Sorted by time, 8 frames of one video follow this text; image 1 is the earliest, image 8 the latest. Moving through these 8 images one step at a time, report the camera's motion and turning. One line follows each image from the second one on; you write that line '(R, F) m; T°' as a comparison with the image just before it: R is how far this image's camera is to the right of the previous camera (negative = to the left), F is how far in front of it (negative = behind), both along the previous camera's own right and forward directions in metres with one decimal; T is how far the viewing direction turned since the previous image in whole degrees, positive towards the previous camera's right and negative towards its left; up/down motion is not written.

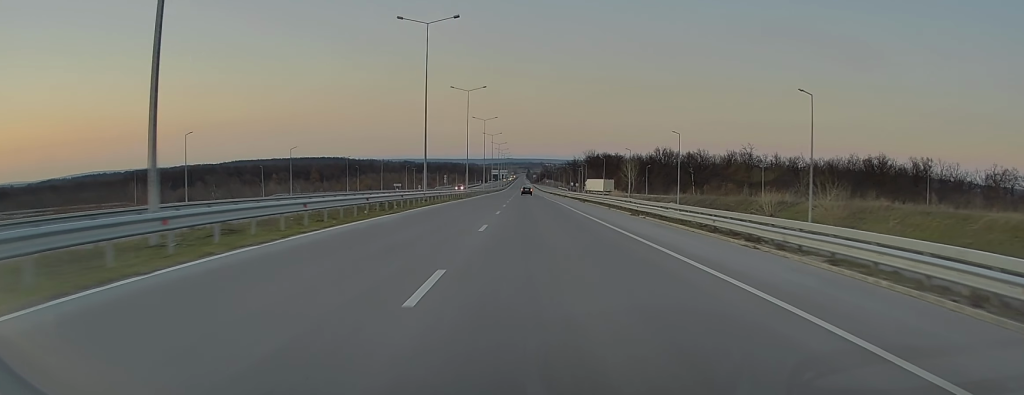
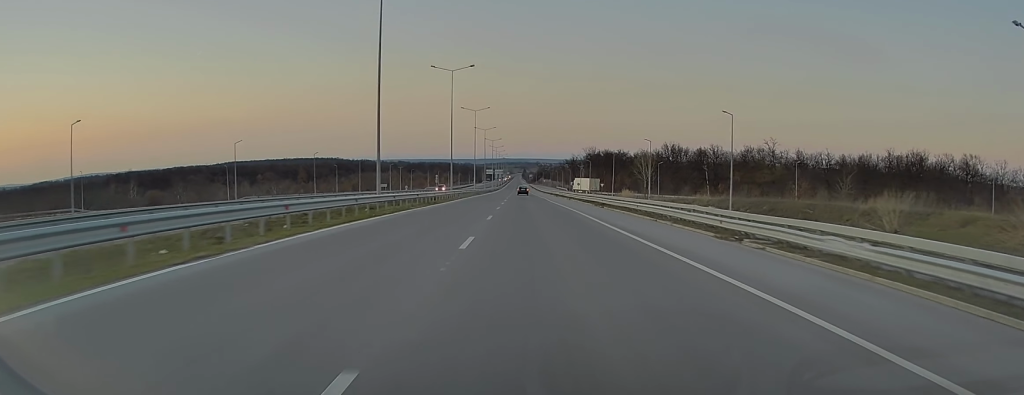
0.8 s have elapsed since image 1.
(0.0, +17.4) m; 0°
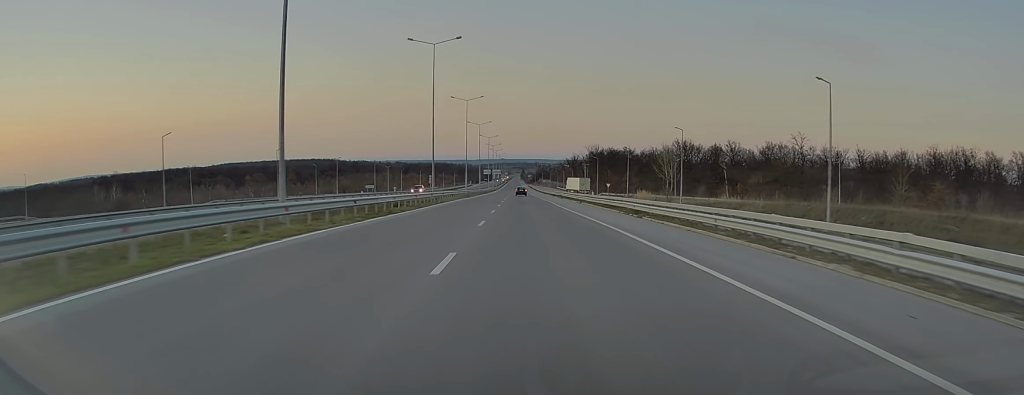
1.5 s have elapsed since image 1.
(0.0, +15.9) m; 0°
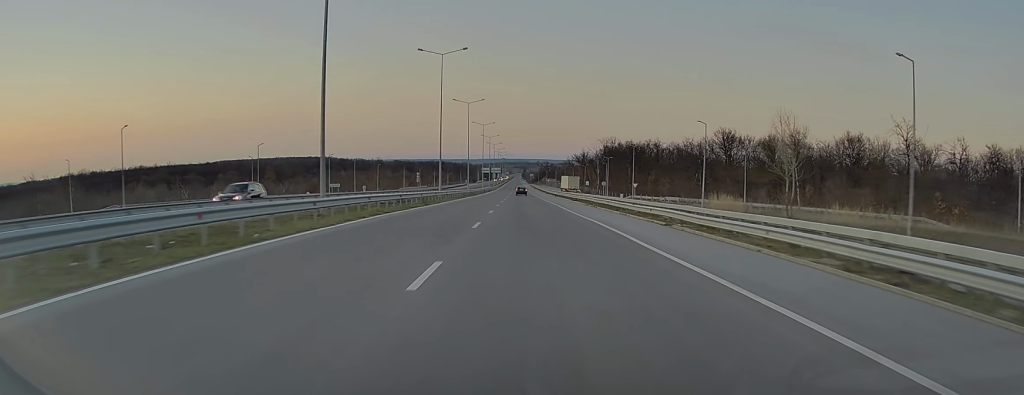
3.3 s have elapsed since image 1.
(+0.1, +37.3) m; 0°
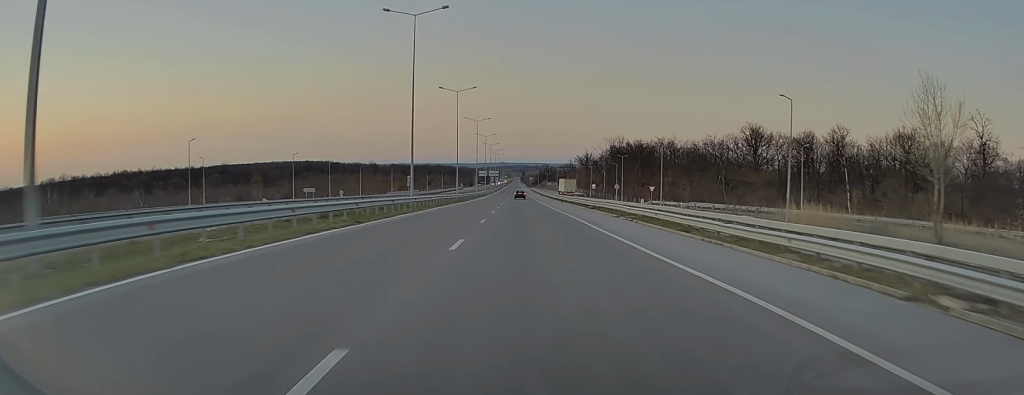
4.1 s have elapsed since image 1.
(-0.2, +17.8) m; 0°
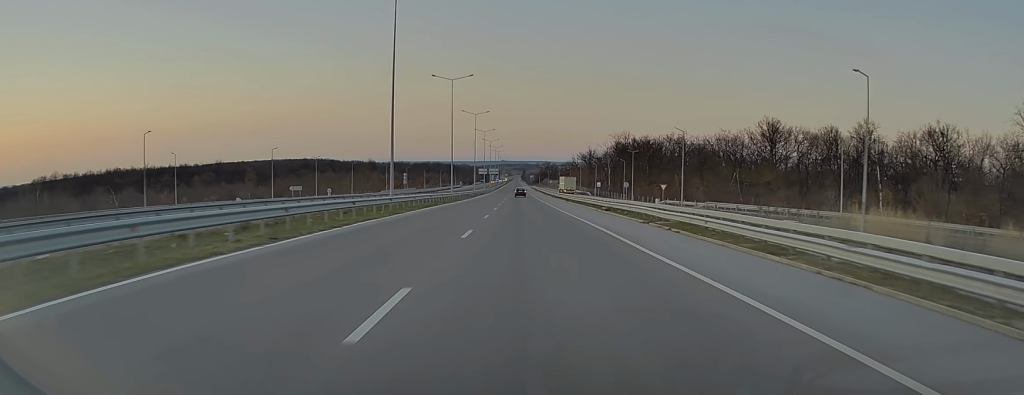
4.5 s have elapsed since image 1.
(0.0, +8.6) m; 0°
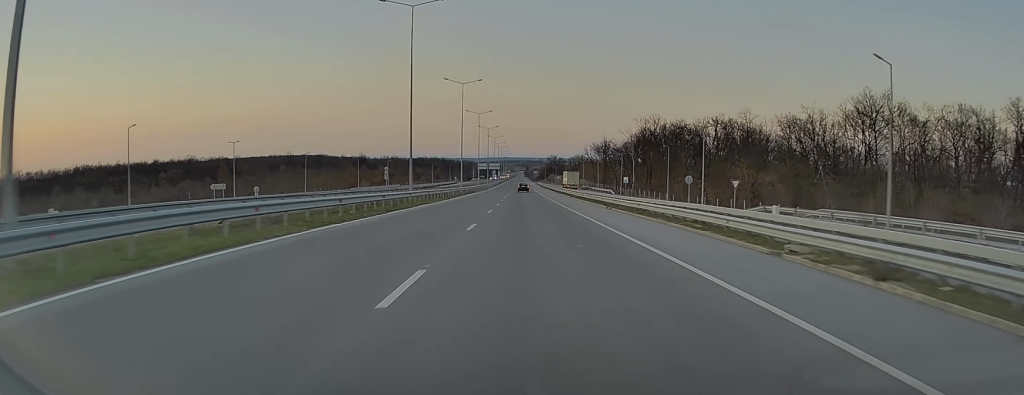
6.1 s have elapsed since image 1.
(+0.2, +34.5) m; 0°
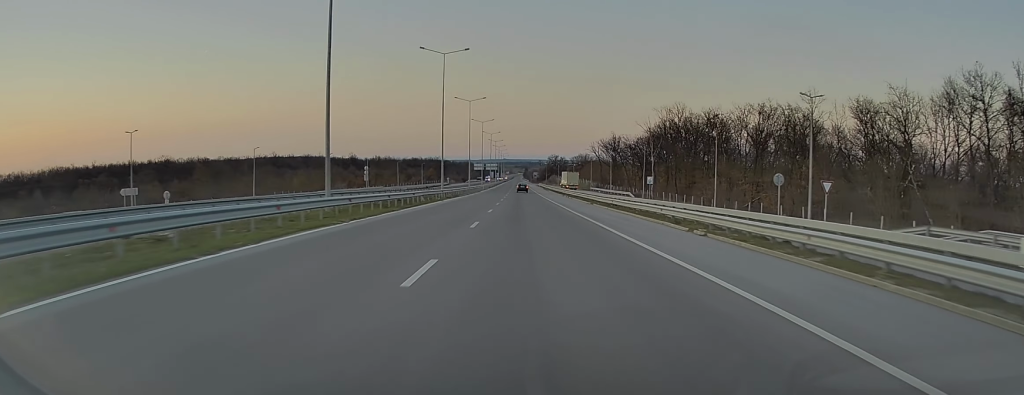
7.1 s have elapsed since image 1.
(0.0, +22.4) m; 0°
